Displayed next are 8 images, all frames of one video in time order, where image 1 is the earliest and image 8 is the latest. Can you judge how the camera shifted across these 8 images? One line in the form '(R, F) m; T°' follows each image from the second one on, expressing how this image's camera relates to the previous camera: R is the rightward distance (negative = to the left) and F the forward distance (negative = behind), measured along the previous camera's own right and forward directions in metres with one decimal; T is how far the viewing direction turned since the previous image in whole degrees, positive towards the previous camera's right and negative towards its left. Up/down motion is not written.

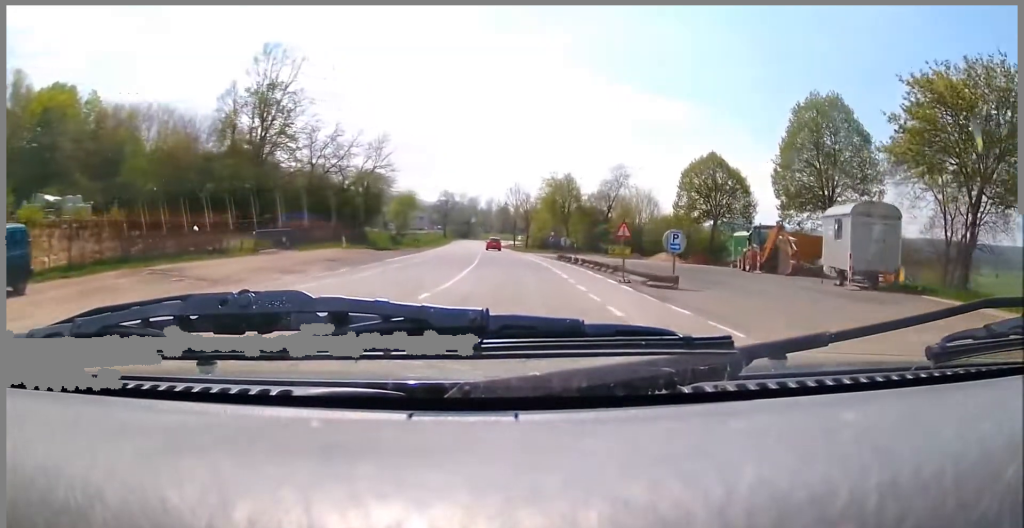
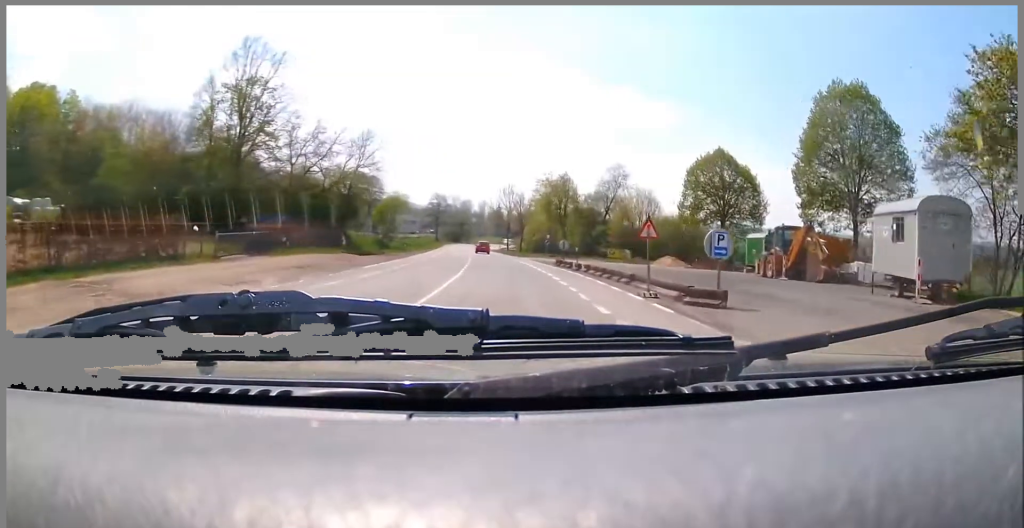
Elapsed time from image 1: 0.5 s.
(0.0, +3.4) m; -2°
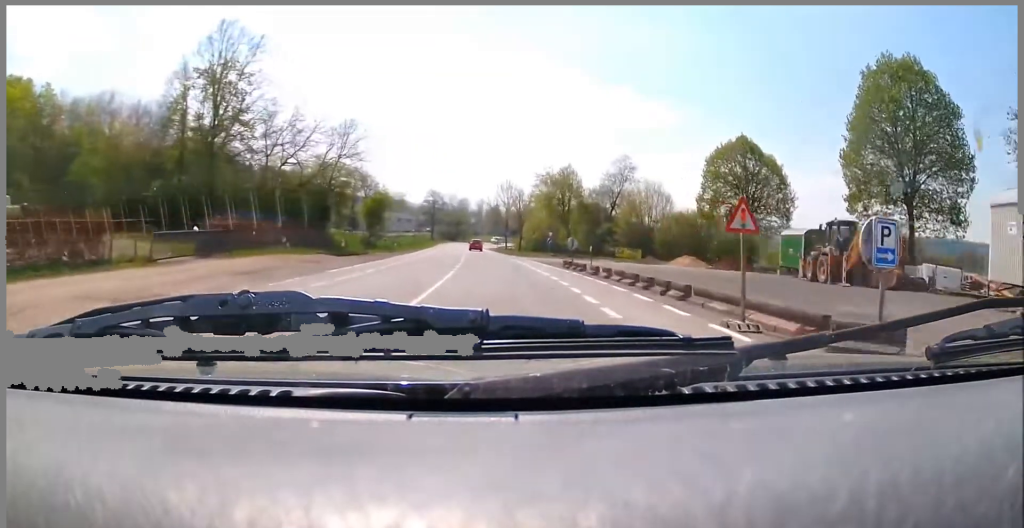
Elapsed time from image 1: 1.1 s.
(+0.1, +4.4) m; -4°
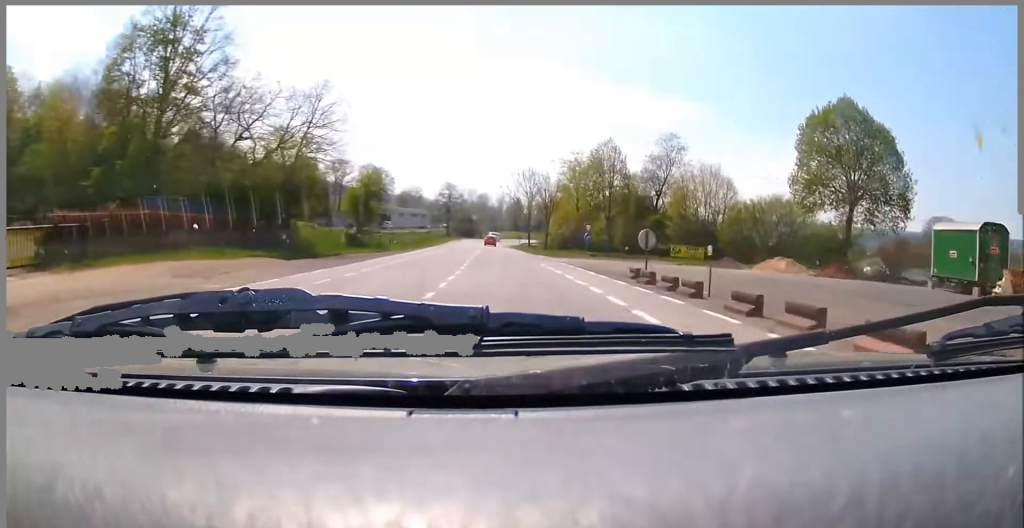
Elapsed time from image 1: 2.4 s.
(-1.0, +10.9) m; -6°
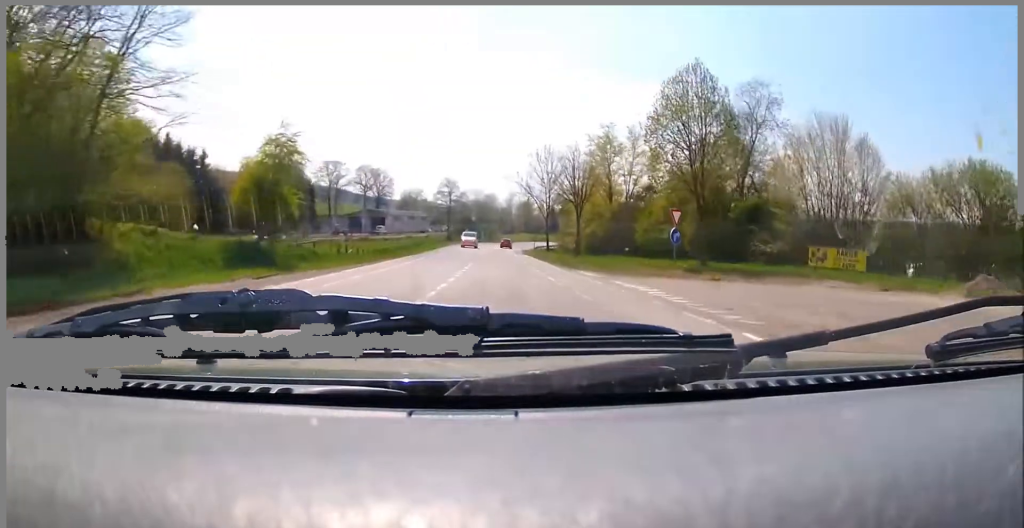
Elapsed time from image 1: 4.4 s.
(-0.6, +20.7) m; -3°
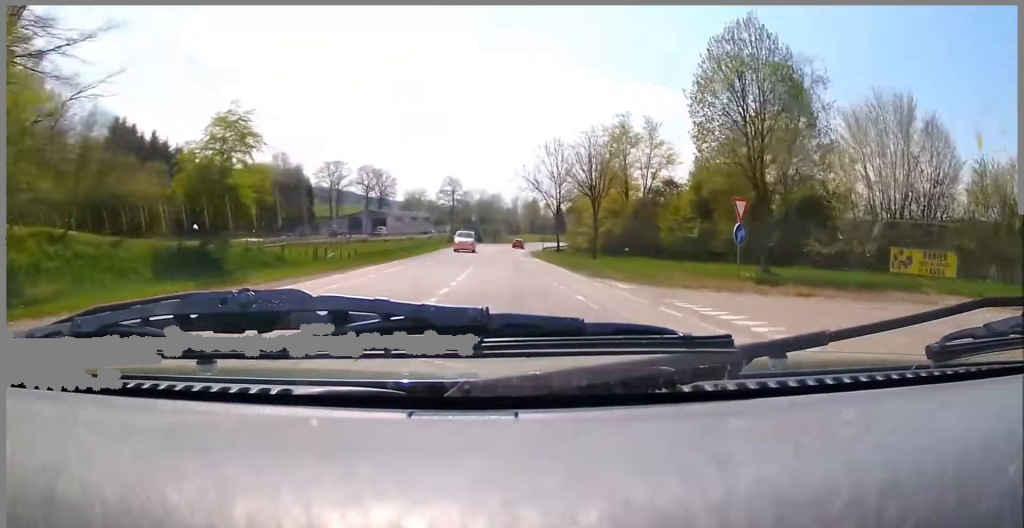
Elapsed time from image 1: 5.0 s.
(0.0, +6.2) m; 0°
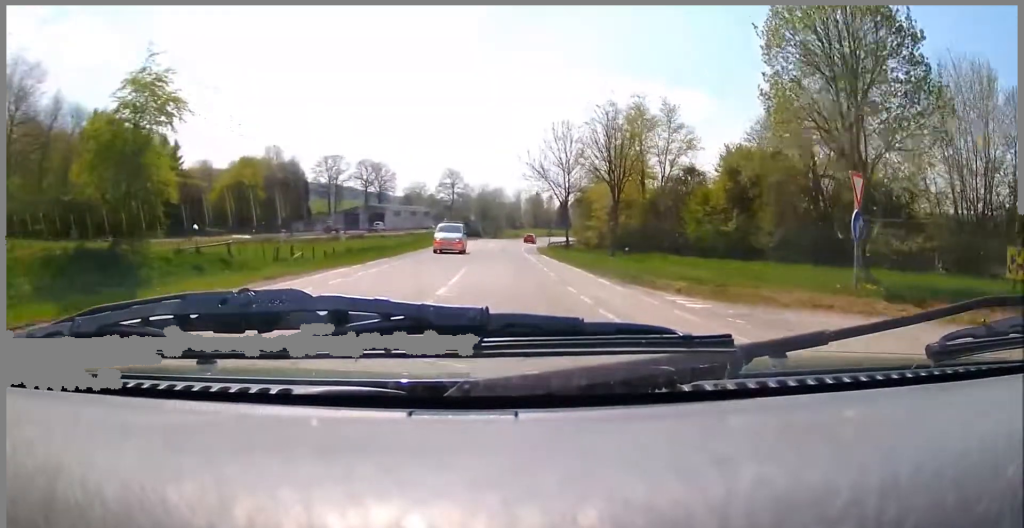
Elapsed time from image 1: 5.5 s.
(0.0, +6.5) m; 0°
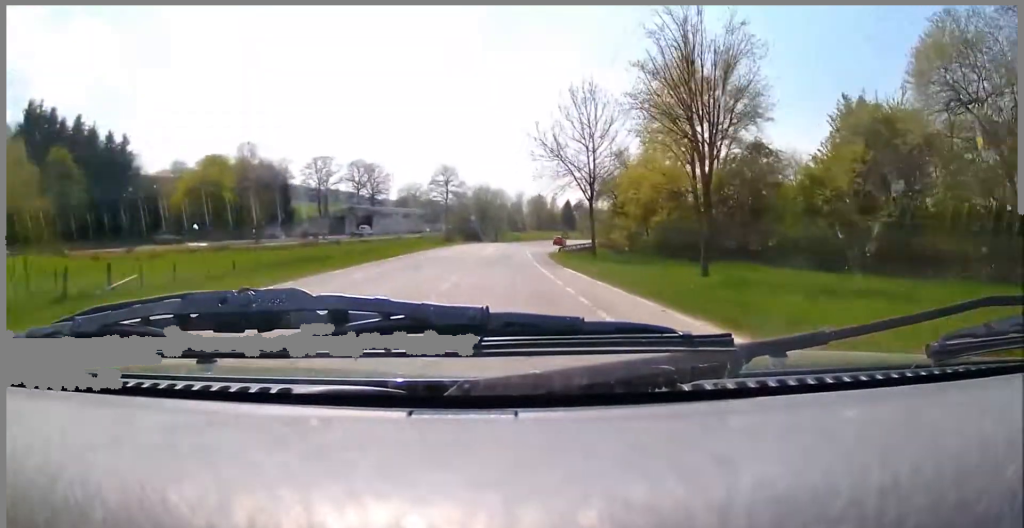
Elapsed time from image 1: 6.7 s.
(0.0, +15.7) m; 0°
